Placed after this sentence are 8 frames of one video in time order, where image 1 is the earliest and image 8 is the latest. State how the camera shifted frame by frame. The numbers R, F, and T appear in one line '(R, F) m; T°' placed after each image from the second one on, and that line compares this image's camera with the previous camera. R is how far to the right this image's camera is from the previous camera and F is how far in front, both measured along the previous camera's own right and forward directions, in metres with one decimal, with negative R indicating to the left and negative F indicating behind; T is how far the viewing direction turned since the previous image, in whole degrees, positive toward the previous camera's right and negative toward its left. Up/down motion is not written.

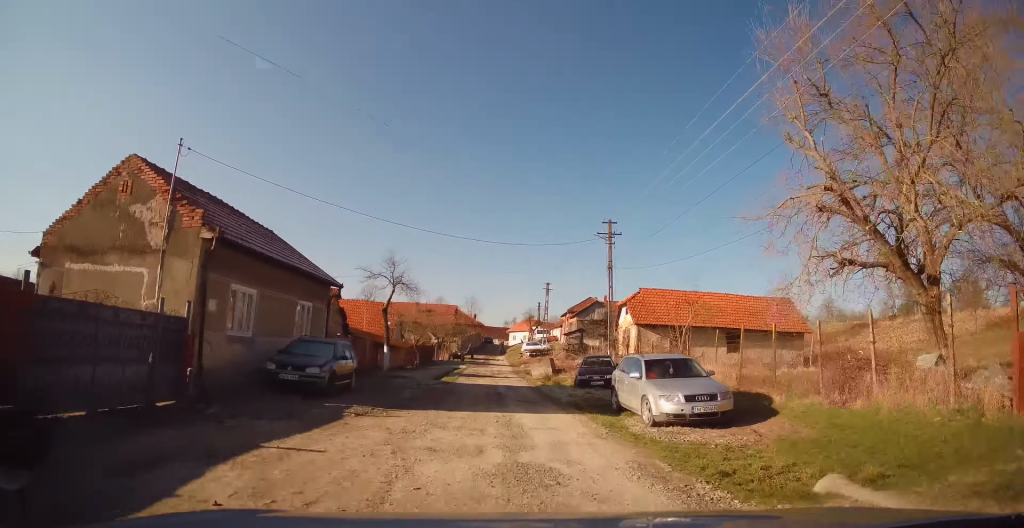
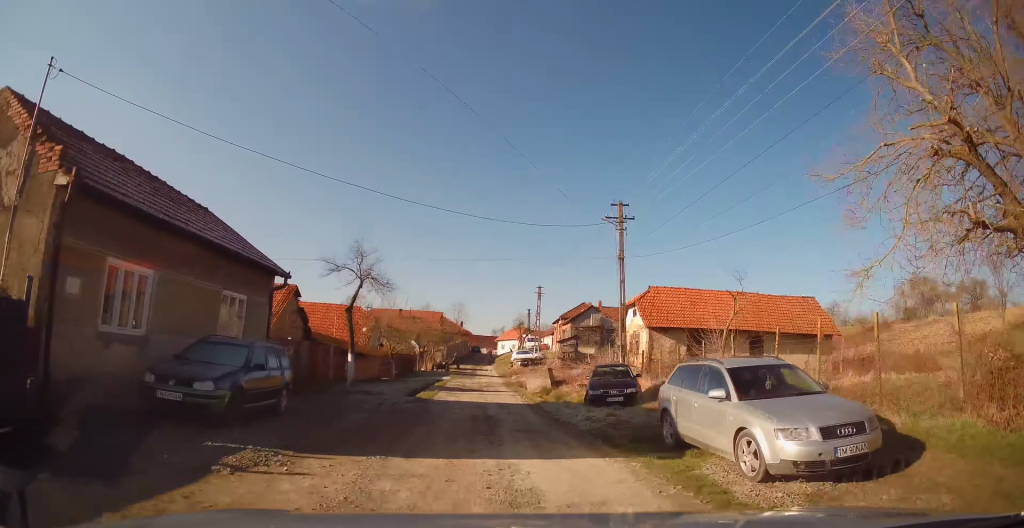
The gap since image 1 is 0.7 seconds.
(+0.3, +4.6) m; +1°
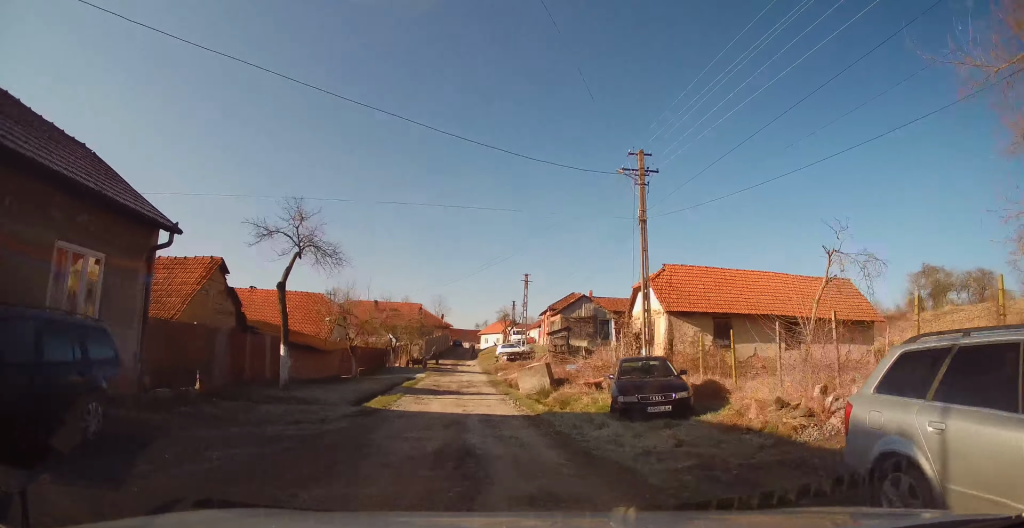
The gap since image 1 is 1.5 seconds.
(0.0, +5.4) m; +1°
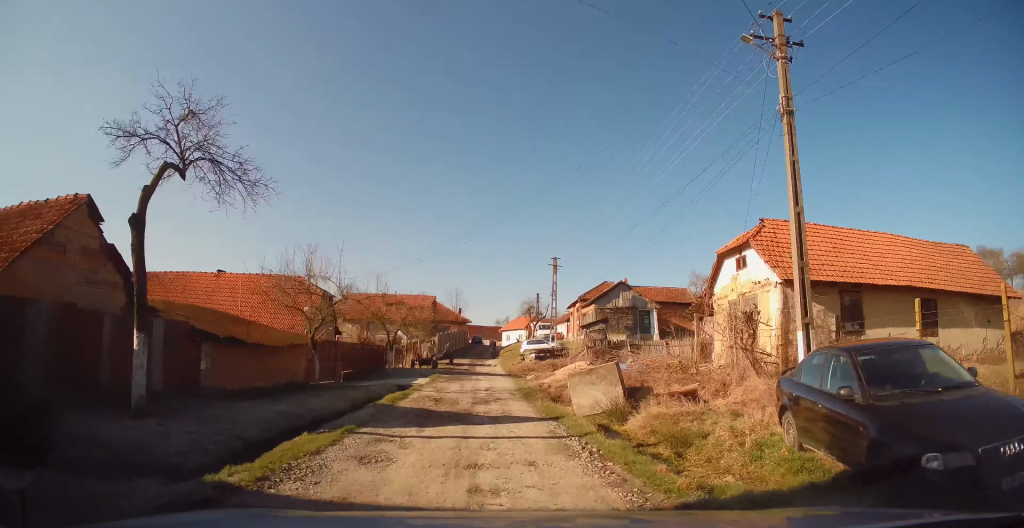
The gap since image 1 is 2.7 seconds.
(+0.1, +7.9) m; -2°
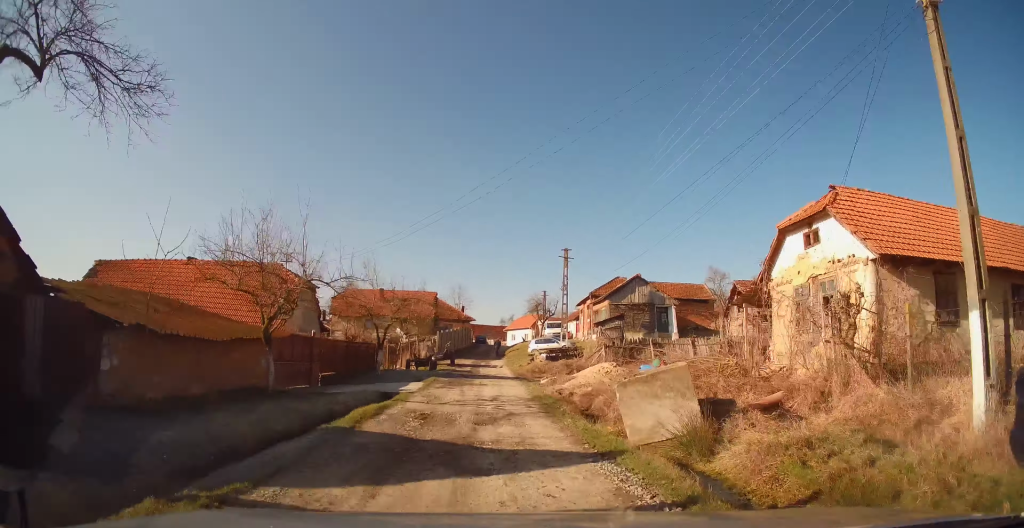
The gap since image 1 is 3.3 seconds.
(0.0, +3.7) m; -2°
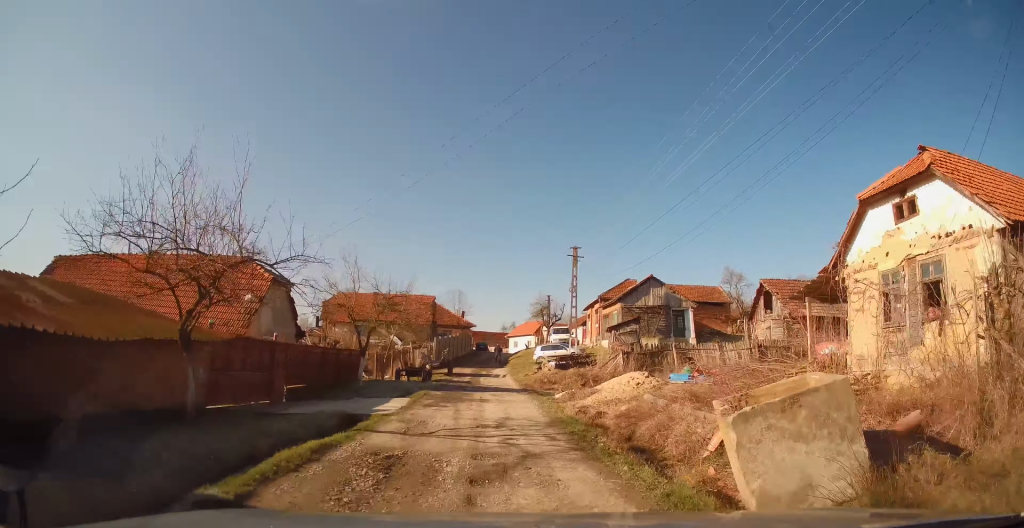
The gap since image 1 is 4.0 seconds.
(-0.3, +4.2) m; -3°
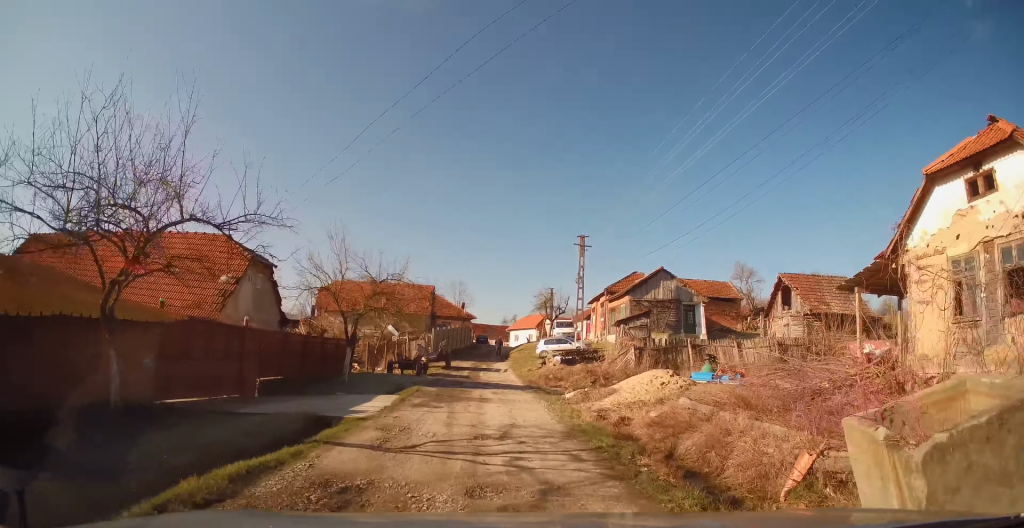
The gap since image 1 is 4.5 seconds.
(0.0, +2.5) m; +2°
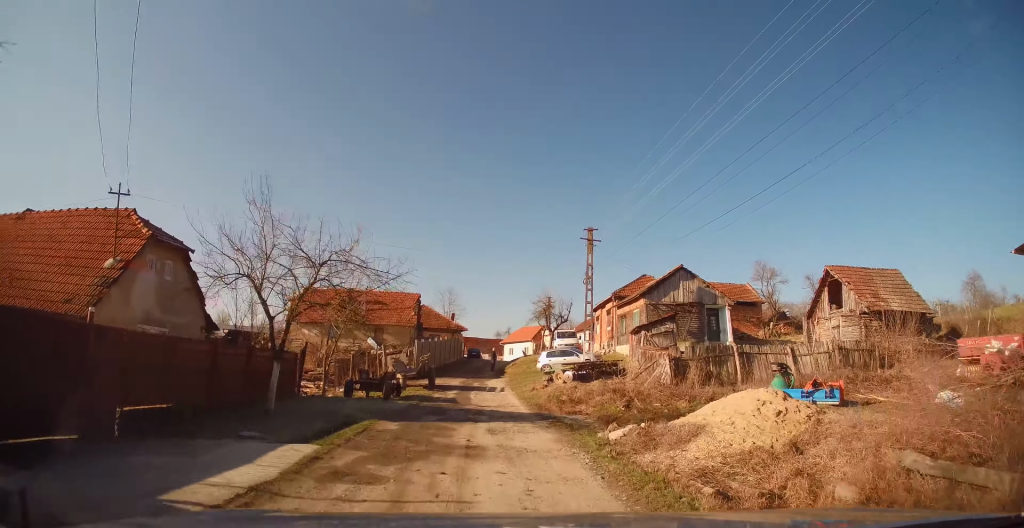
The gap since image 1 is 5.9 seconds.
(+0.5, +6.7) m; +6°
